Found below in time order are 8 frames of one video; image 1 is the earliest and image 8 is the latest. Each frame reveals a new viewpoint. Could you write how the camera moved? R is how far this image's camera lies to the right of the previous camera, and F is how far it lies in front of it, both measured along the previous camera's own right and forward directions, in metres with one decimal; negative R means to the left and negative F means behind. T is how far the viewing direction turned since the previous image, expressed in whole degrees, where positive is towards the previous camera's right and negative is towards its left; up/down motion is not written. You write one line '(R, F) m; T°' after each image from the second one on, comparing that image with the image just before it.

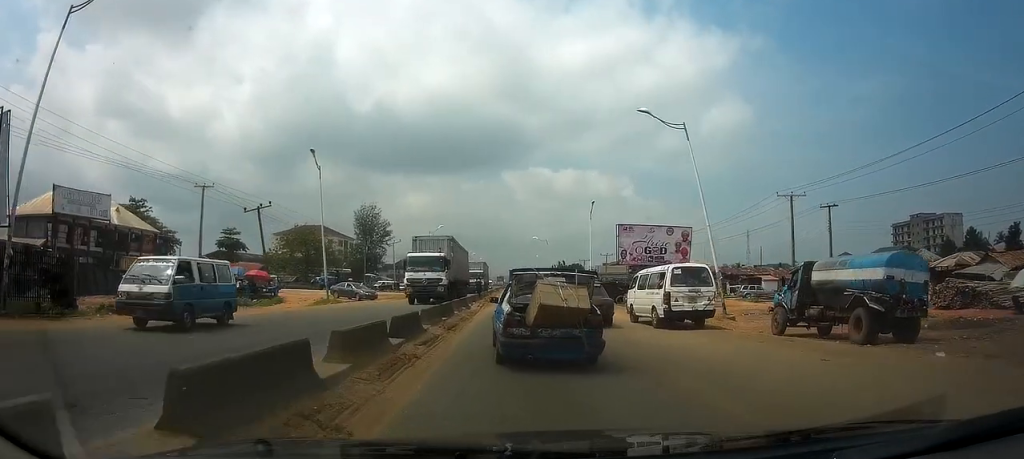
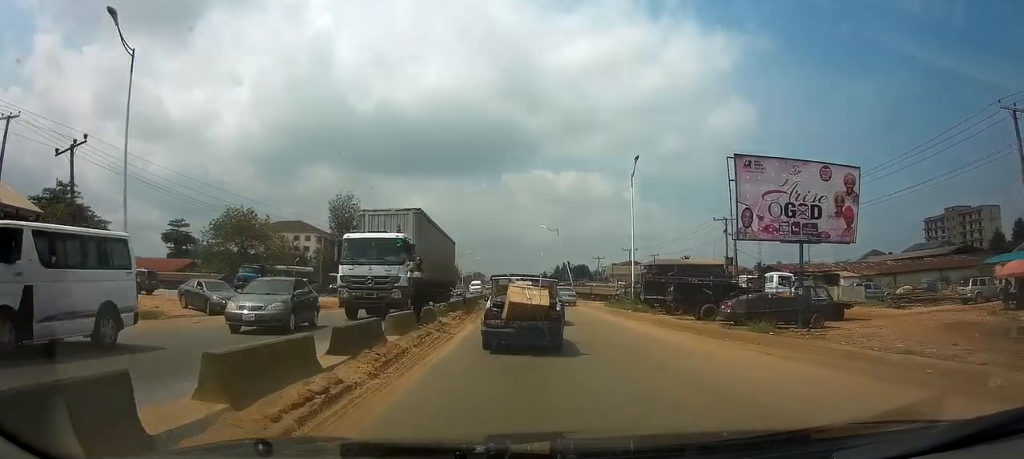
(-0.3, +24.3) m; 0°
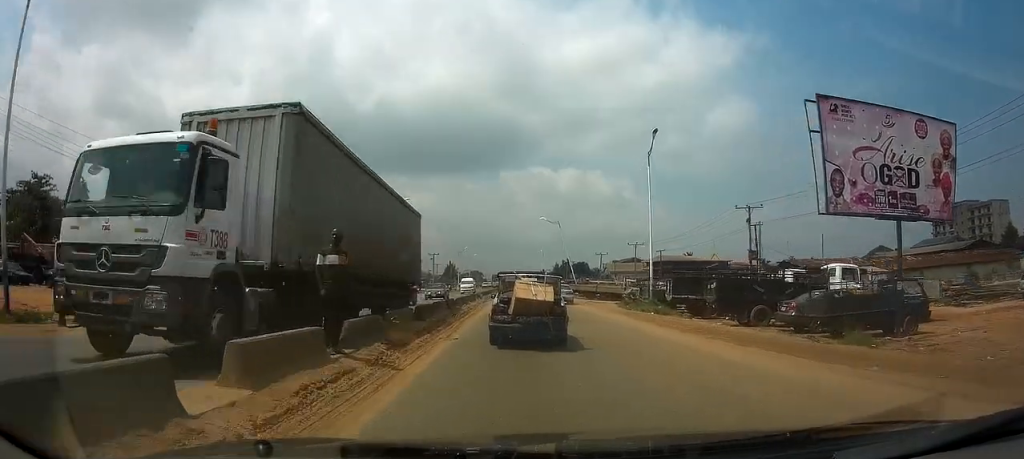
(+0.1, +6.3) m; 0°
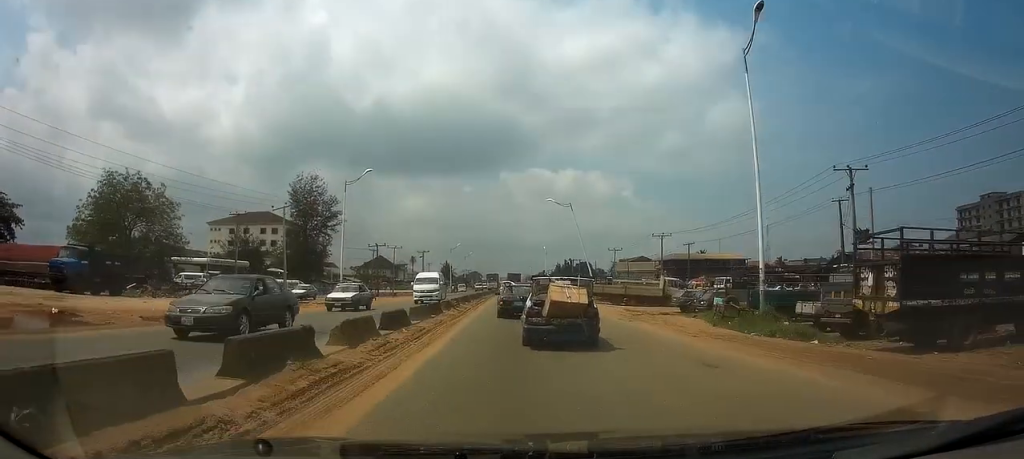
(-0.1, +17.7) m; -1°
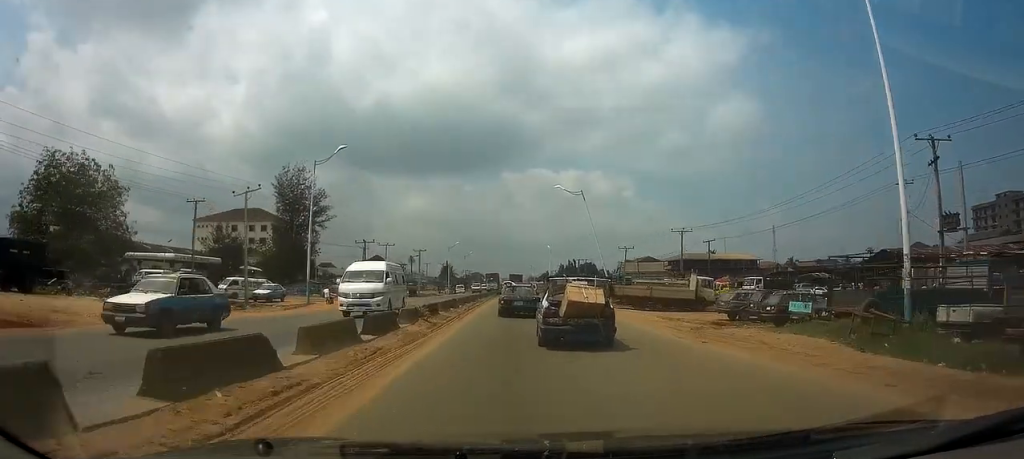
(0.0, +8.5) m; 0°
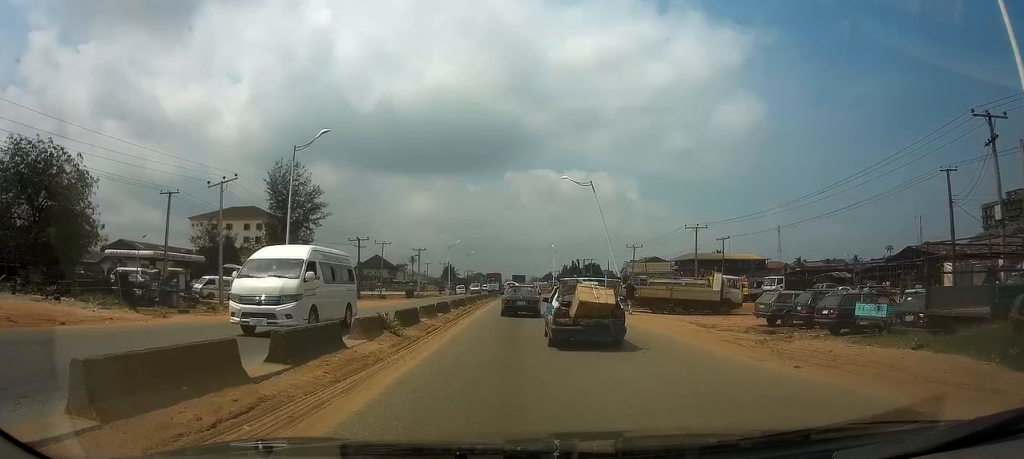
(0.0, +4.6) m; 0°
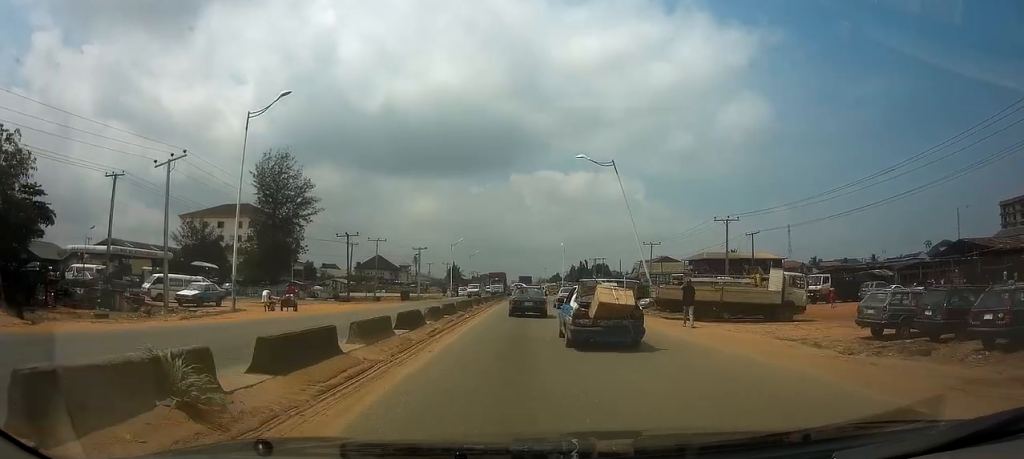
(-0.1, +8.3) m; 0°
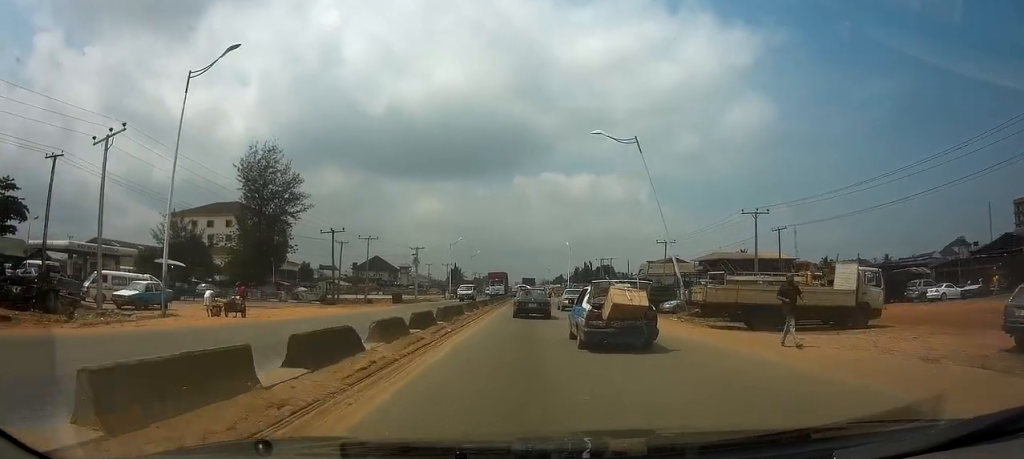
(0.0, +6.5) m; 0°
